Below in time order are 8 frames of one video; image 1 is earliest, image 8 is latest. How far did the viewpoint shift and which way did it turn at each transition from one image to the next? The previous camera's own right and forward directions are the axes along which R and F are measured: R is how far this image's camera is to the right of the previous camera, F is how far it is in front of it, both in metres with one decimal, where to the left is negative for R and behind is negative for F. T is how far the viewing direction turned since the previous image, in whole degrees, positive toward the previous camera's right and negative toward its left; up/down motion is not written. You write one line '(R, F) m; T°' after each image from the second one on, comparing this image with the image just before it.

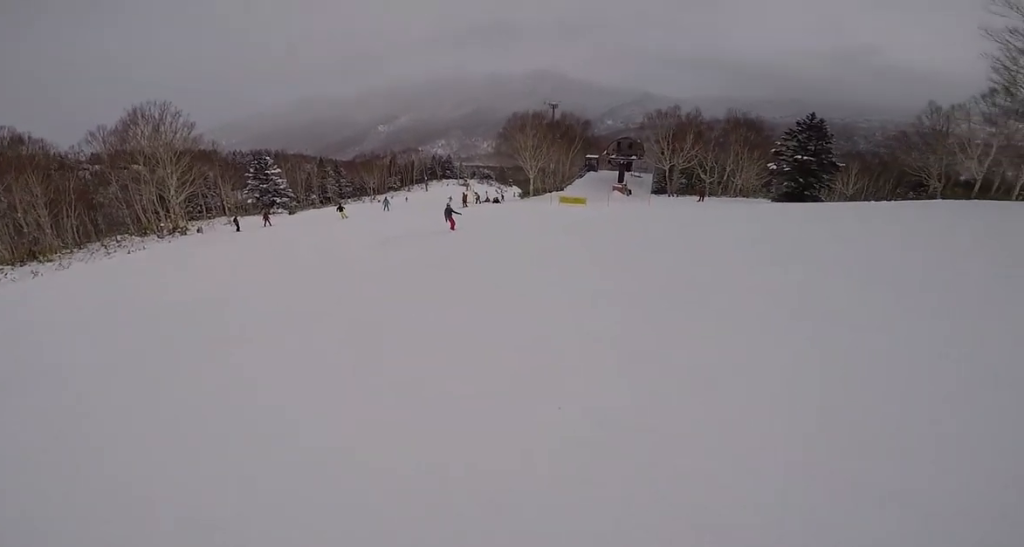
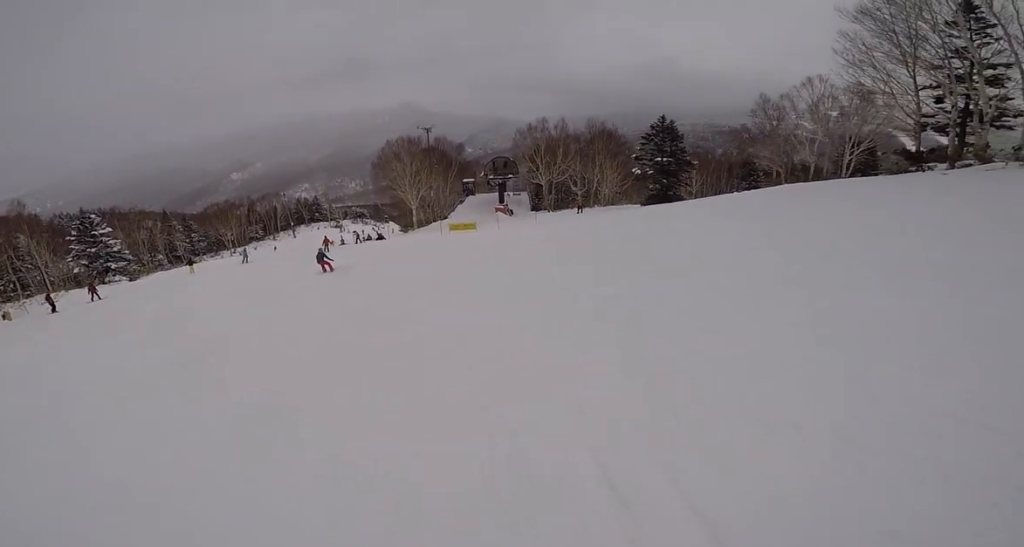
(+0.8, +3.8) m; +13°
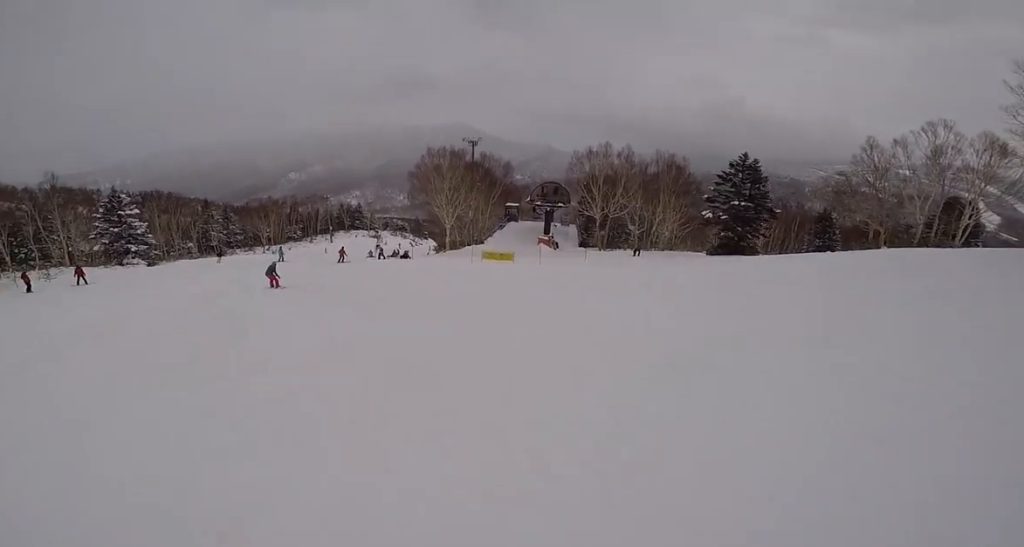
(+0.5, +4.9) m; -10°
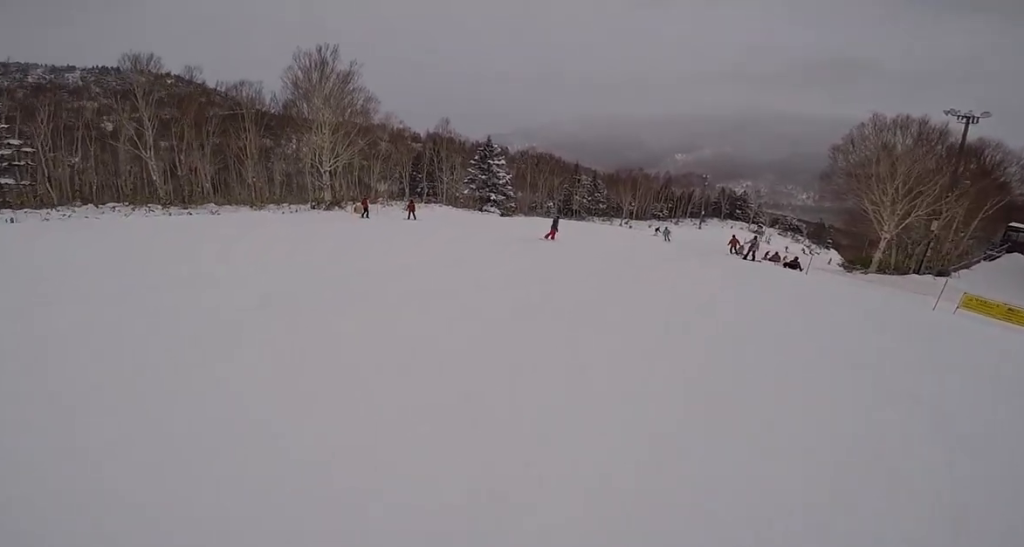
(-4.1, +8.3) m; -38°
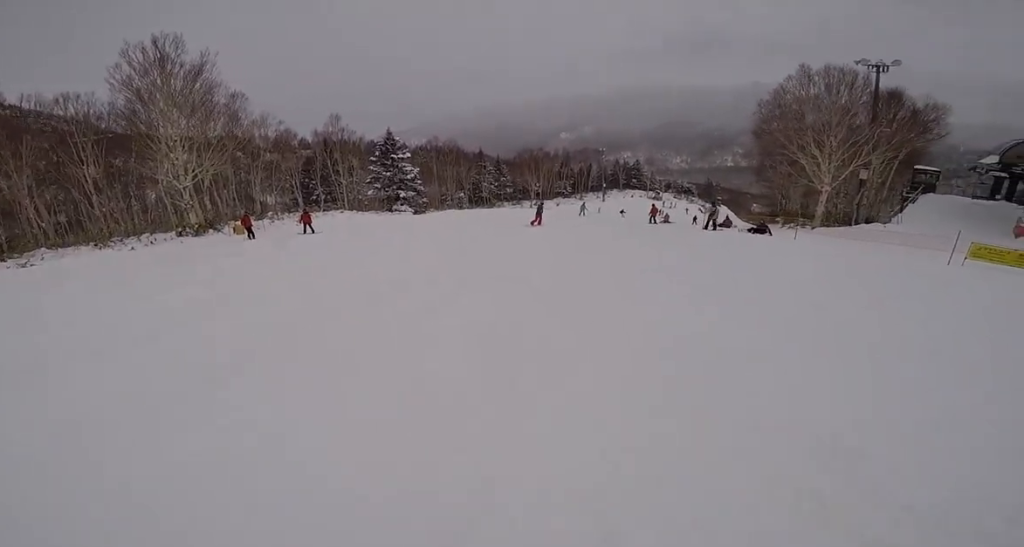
(0.0, +5.2) m; +14°
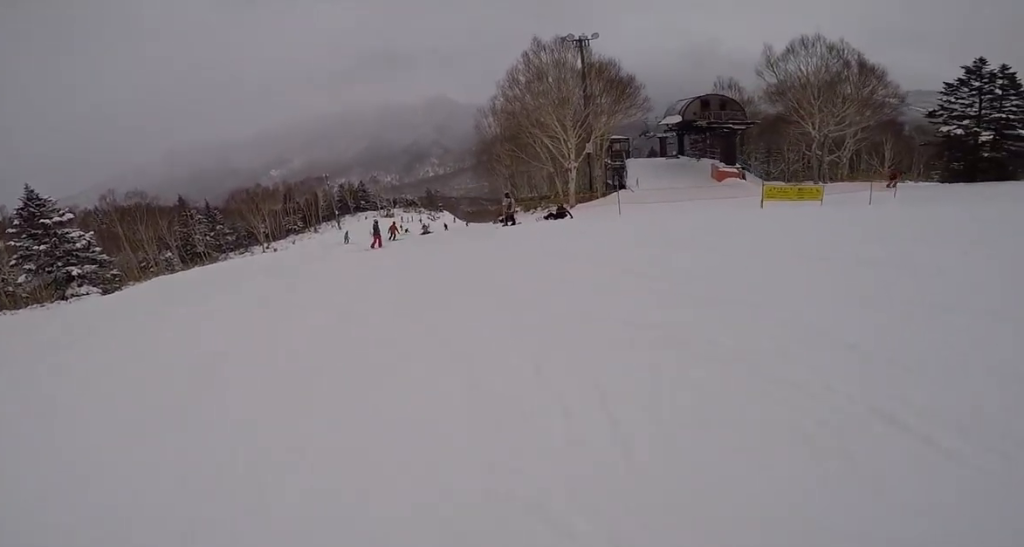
(+1.6, +5.9) m; +17°
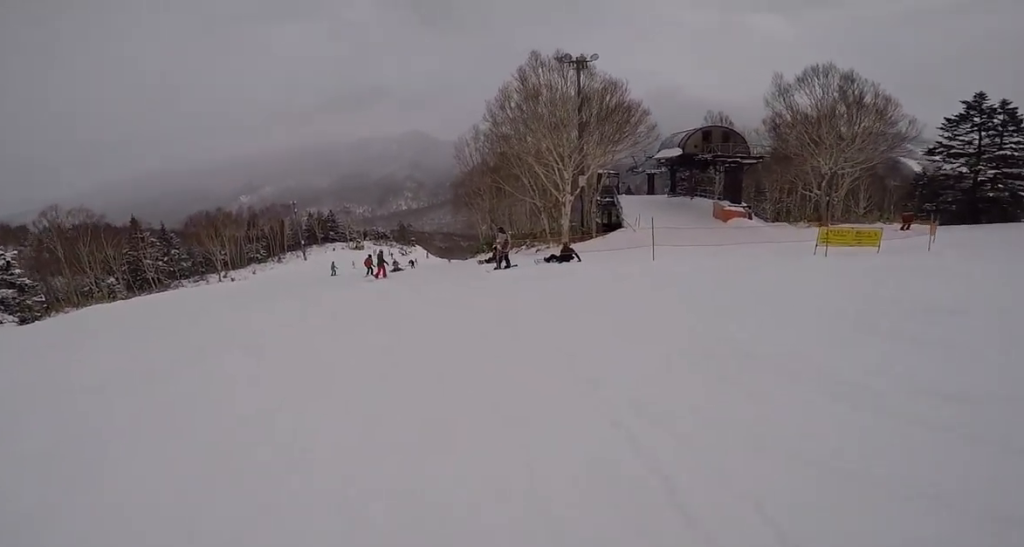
(0.0, +3.8) m; +1°
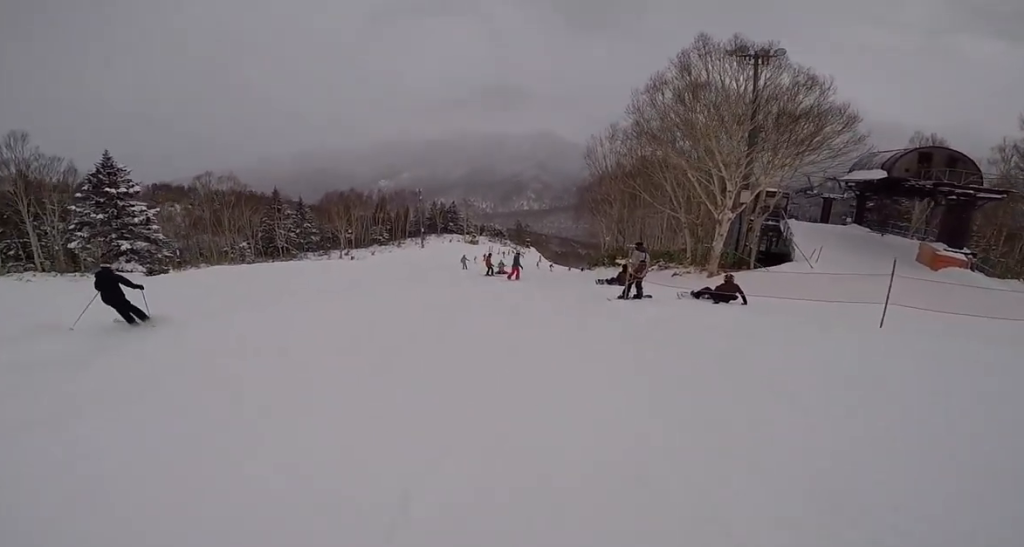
(0.0, +3.1) m; -1°
